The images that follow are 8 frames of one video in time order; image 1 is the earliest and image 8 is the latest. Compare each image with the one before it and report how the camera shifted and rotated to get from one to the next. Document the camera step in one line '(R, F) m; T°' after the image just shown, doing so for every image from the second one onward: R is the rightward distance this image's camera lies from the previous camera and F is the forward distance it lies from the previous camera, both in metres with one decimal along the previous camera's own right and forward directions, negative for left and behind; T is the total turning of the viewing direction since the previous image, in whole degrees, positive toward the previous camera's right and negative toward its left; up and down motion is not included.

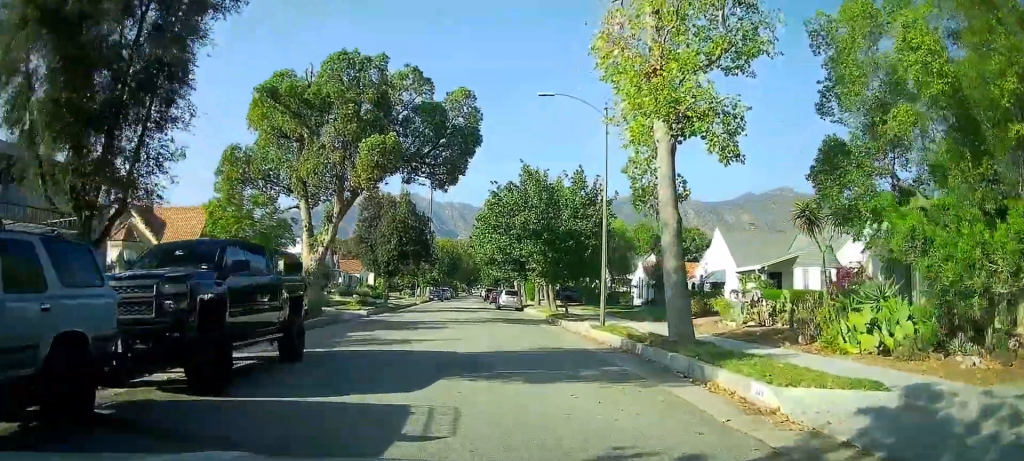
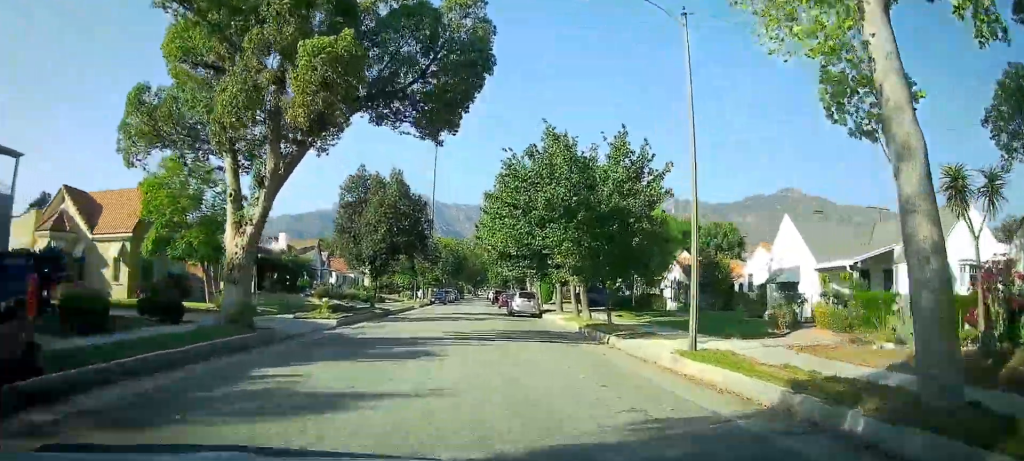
(-0.5, +8.7) m; 0°
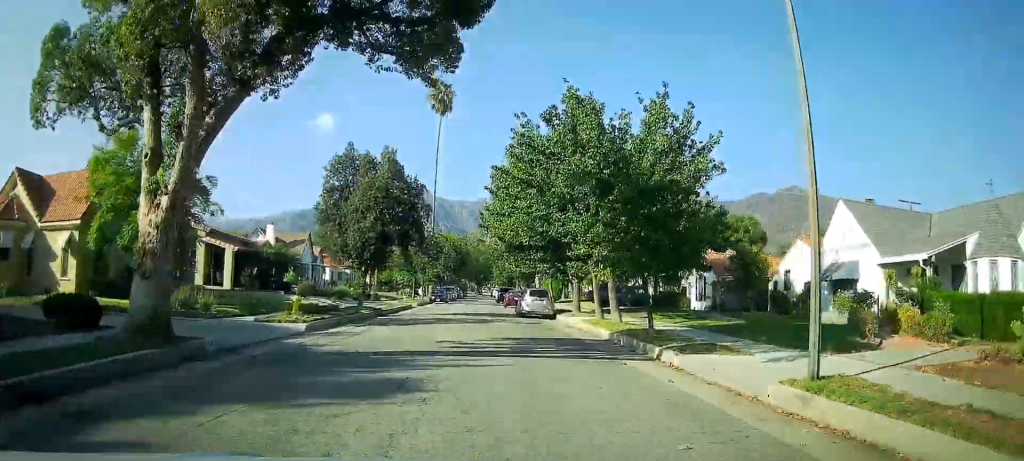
(+0.1, +4.9) m; 0°
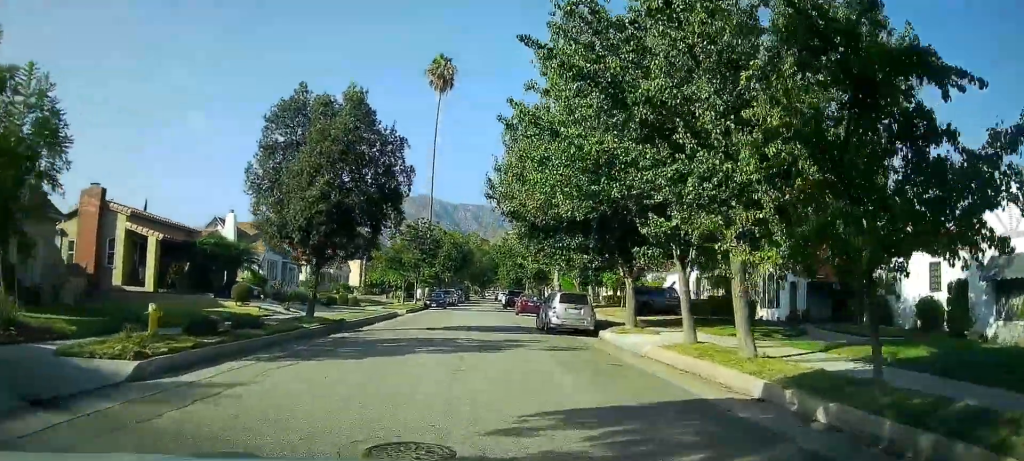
(+0.2, +10.6) m; -1°
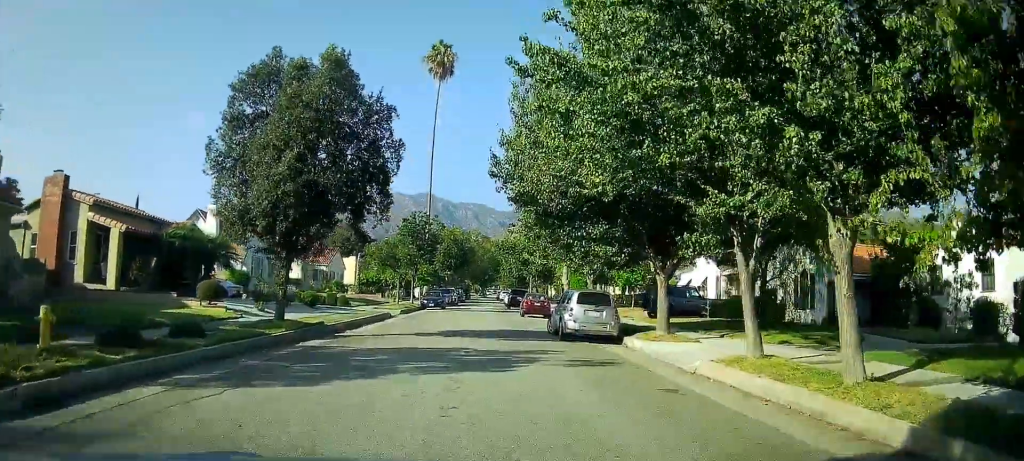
(-0.2, +3.8) m; -1°
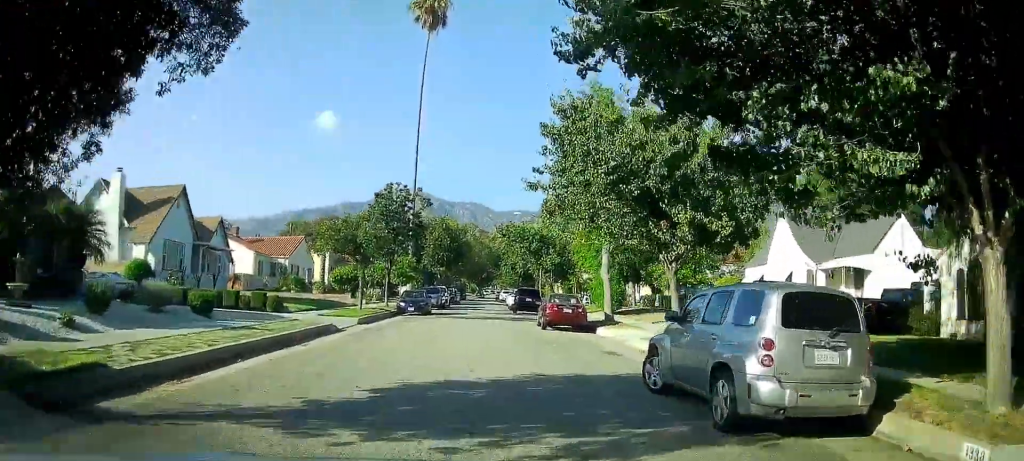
(+0.1, +12.5) m; +4°
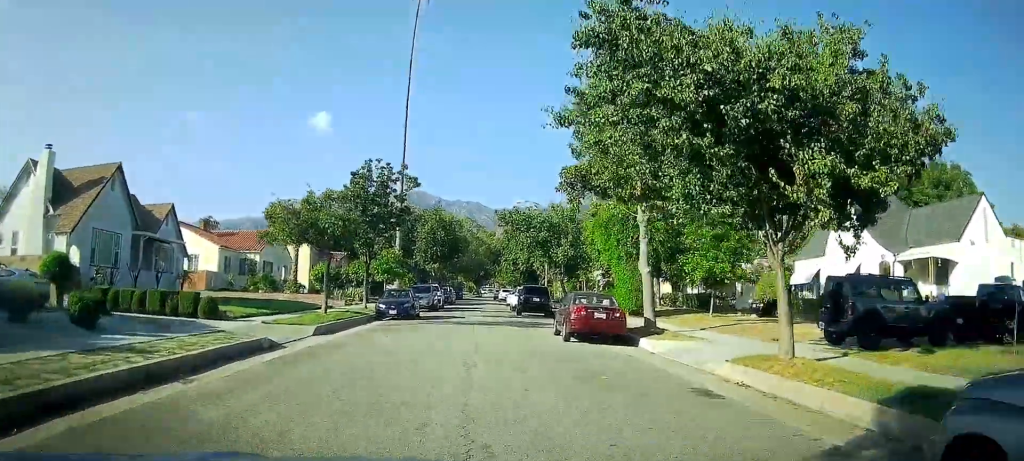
(+0.4, +6.2) m; 0°
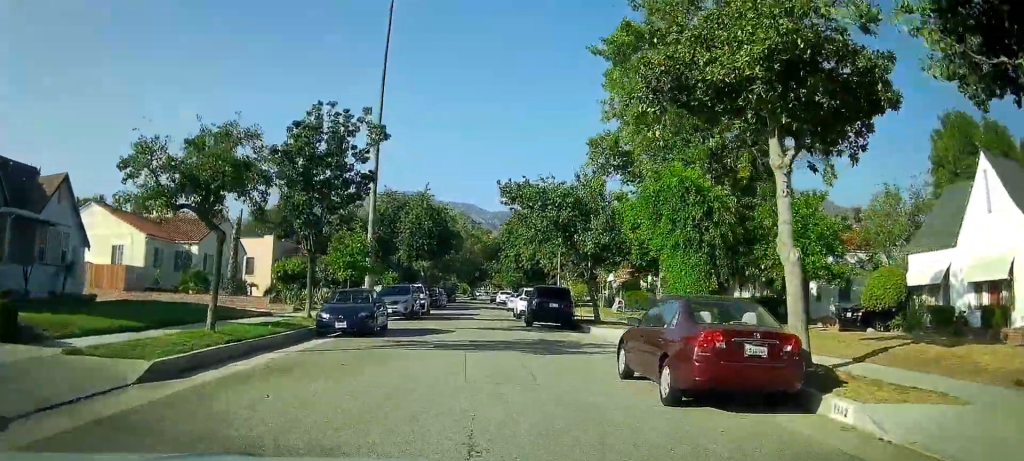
(-0.4, +9.8) m; 0°
